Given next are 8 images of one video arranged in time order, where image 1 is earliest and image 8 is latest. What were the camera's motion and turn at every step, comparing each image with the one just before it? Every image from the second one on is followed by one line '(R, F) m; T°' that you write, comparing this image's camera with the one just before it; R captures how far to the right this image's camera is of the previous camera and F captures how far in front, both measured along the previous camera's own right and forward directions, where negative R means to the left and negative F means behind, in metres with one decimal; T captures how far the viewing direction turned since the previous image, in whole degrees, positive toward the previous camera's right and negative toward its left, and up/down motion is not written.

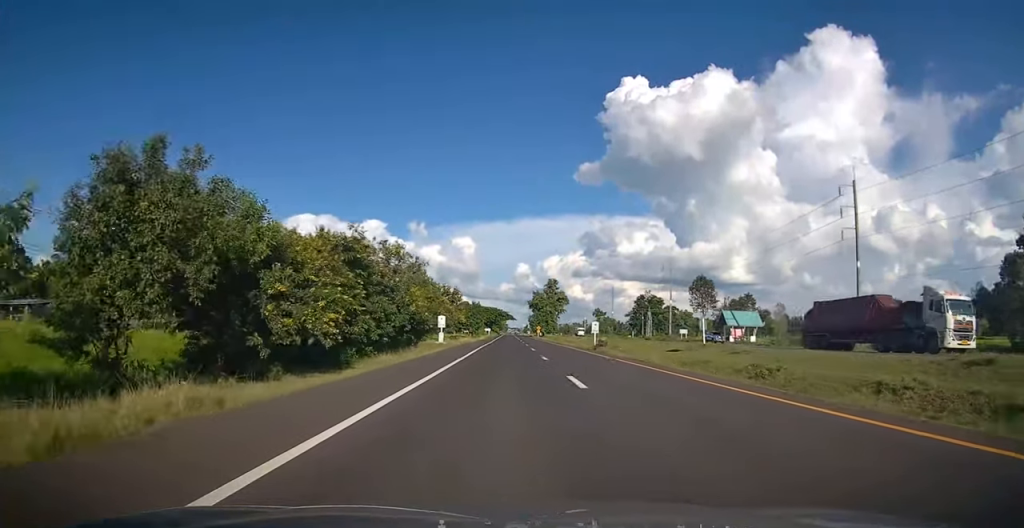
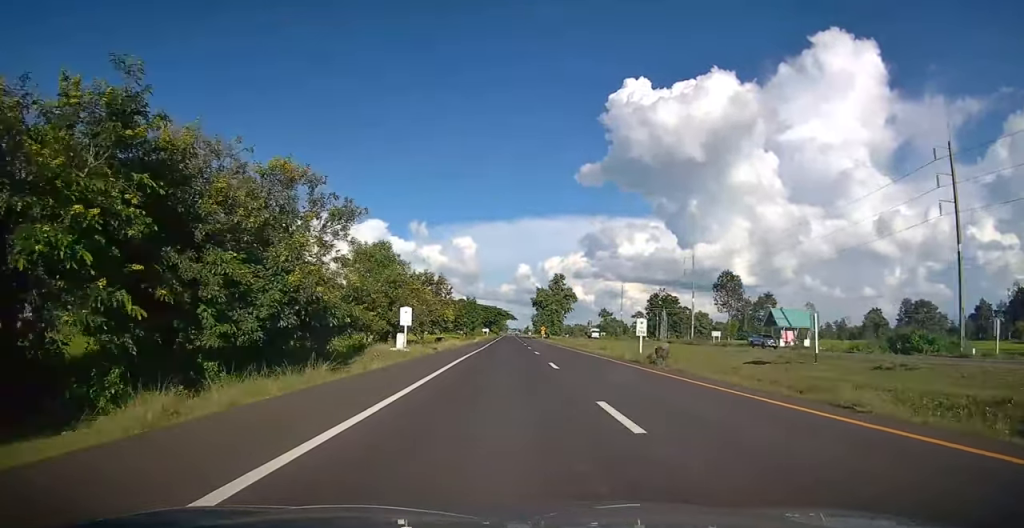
(0.0, +17.0) m; 0°
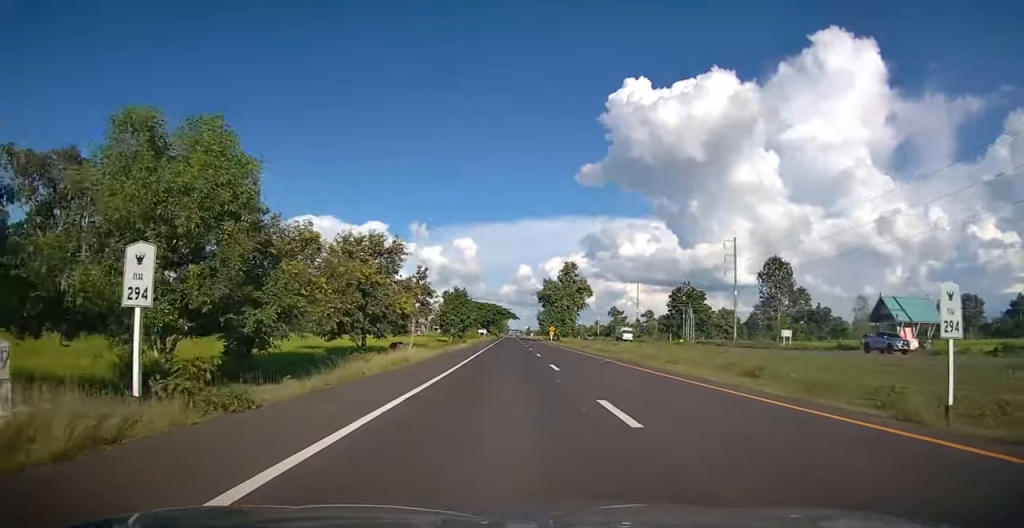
(0.0, +23.7) m; 0°
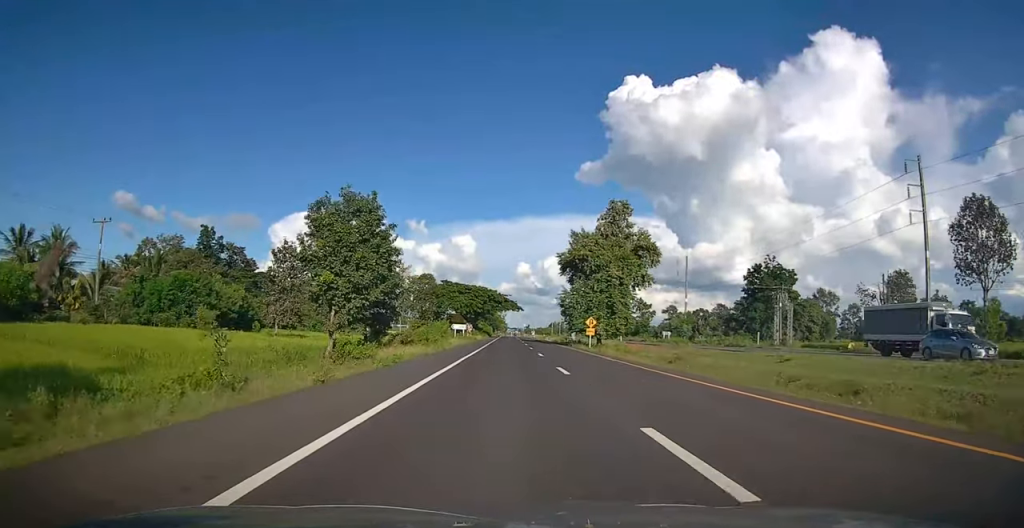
(-0.2, +51.5) m; 0°
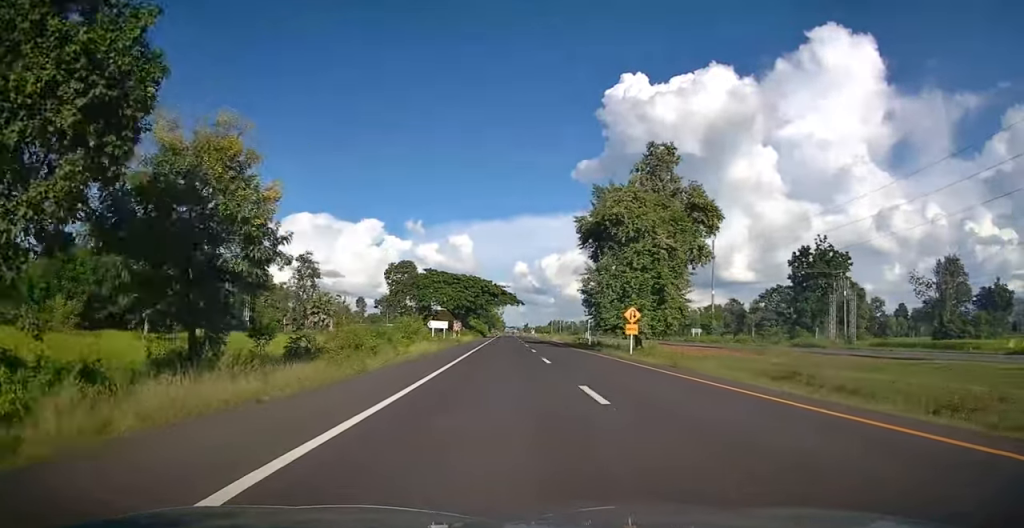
(0.0, +18.5) m; 0°
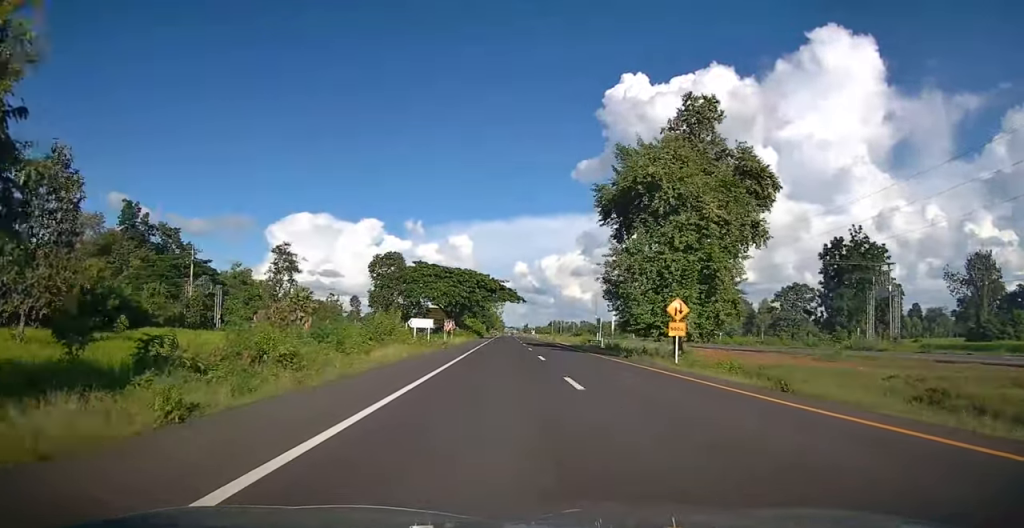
(0.0, +9.4) m; 0°
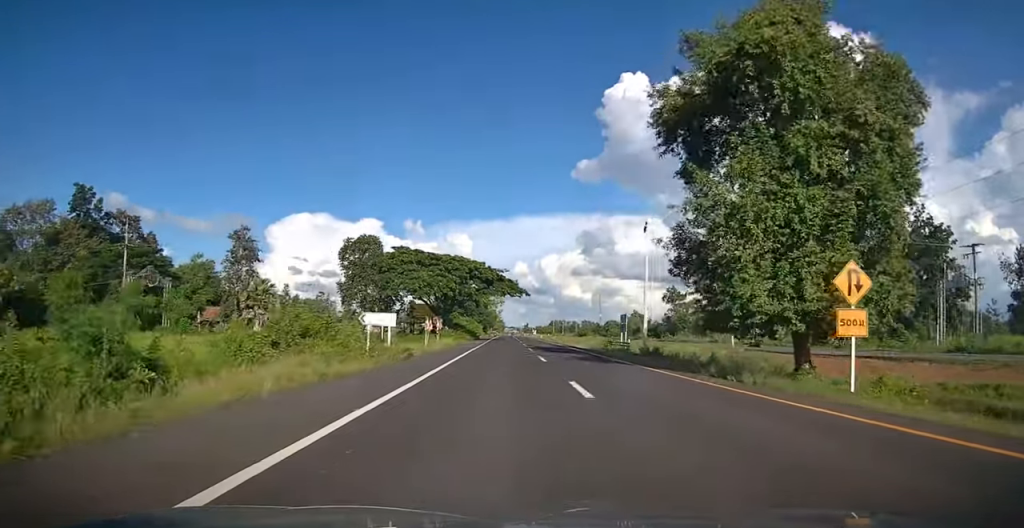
(0.0, +13.5) m; 0°
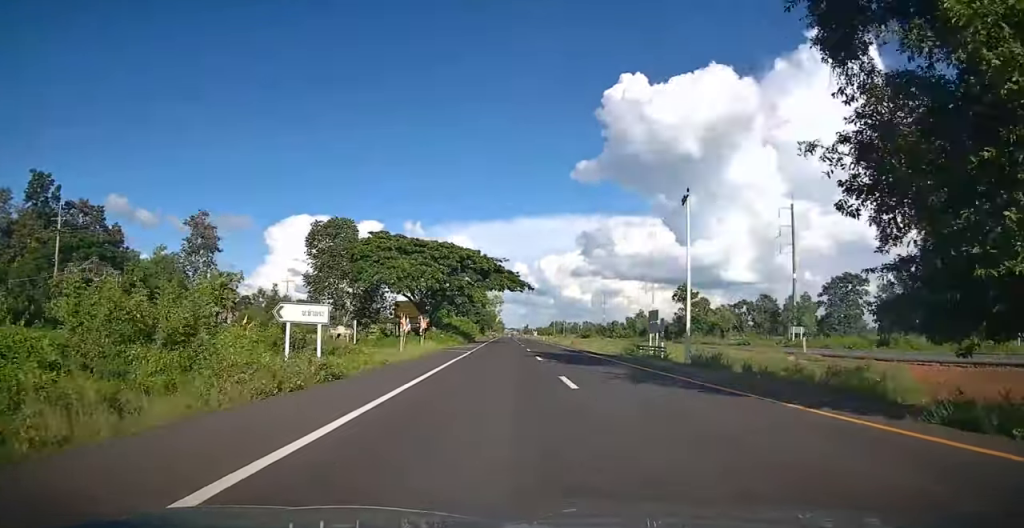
(0.0, +10.2) m; 0°
